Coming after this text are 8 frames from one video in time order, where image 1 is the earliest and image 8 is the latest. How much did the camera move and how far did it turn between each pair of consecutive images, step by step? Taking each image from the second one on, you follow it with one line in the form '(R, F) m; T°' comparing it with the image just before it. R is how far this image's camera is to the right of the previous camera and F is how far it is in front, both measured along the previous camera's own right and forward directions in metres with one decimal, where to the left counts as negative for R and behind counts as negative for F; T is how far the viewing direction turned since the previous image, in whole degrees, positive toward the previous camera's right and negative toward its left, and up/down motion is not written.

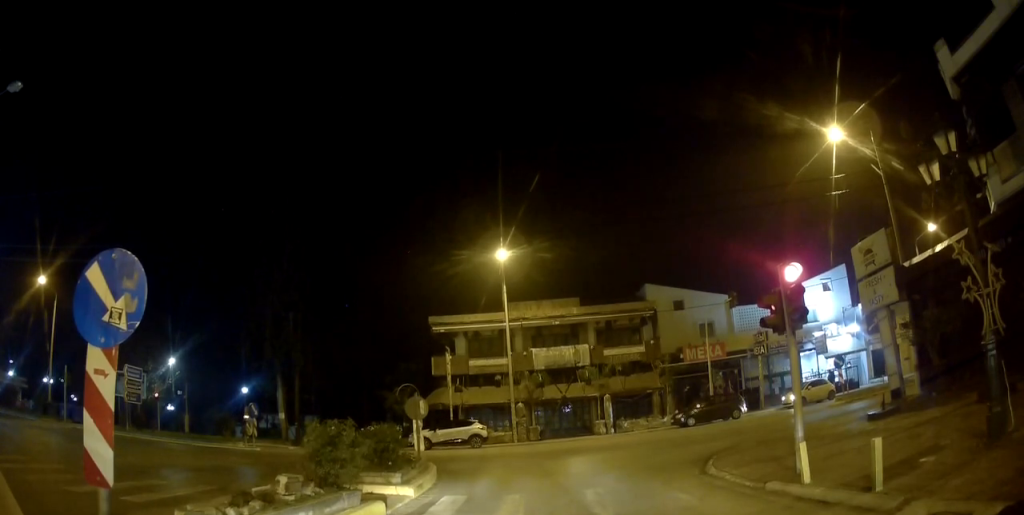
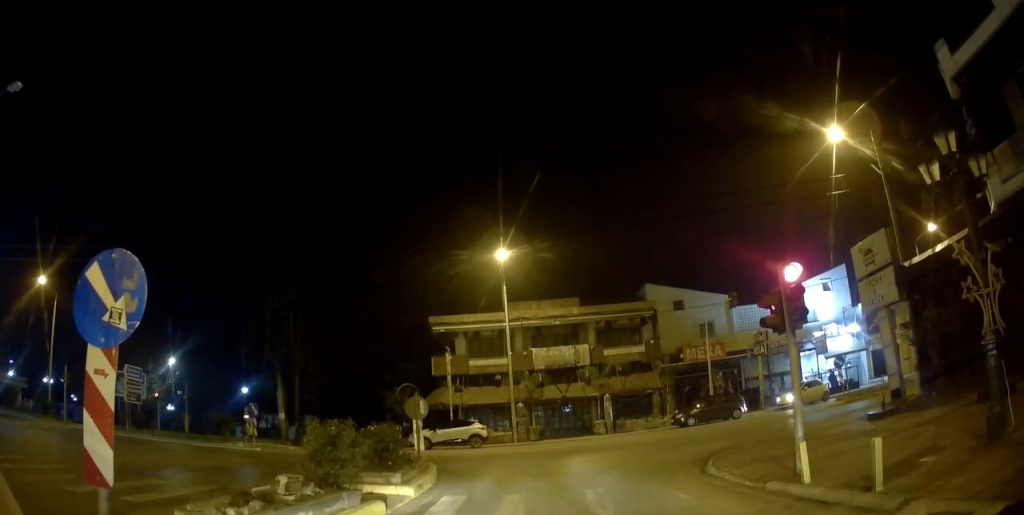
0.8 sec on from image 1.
(0.0, 0.0) m; 0°
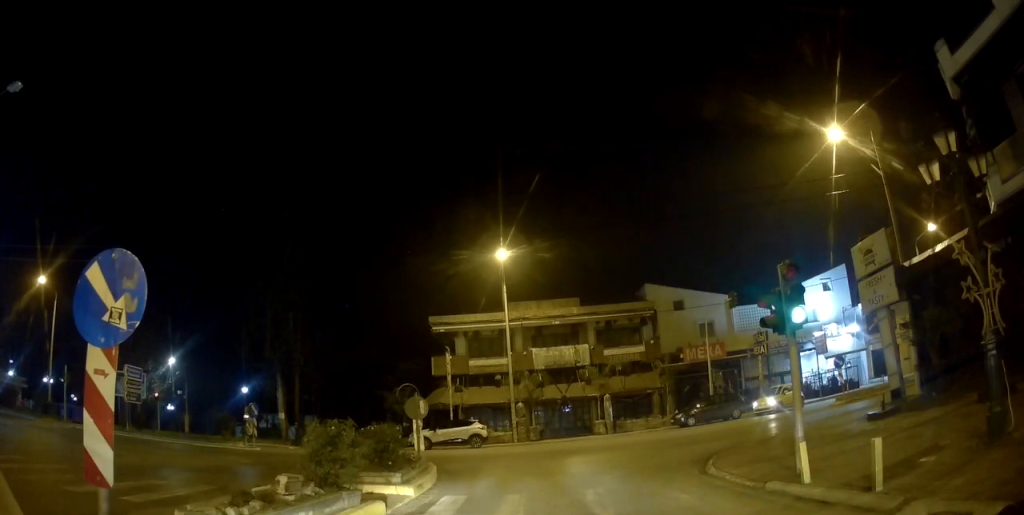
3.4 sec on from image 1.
(0.0, 0.0) m; 0°
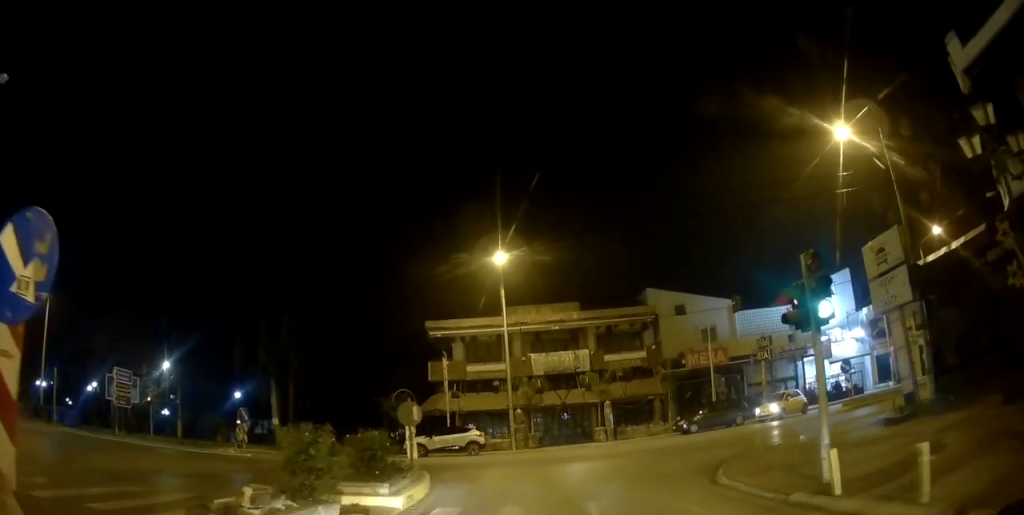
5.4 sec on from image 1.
(0.0, +0.9) m; 0°
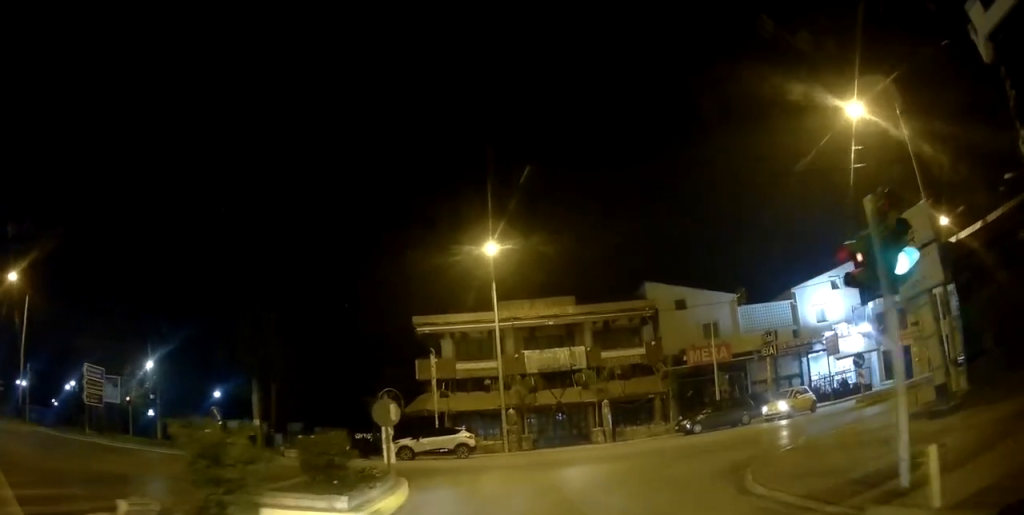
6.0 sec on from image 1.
(+0.1, +1.6) m; 0°
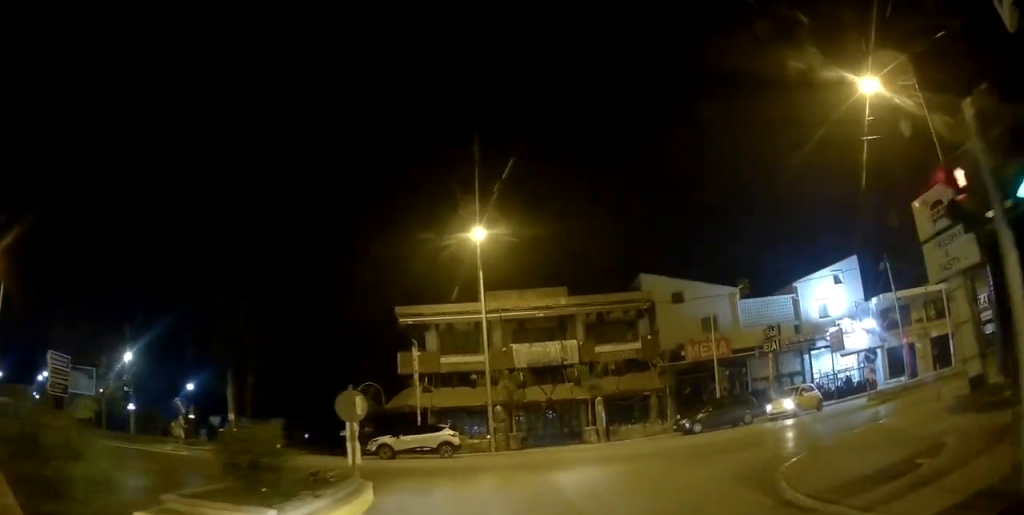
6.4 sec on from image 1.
(0.0, +1.9) m; +2°
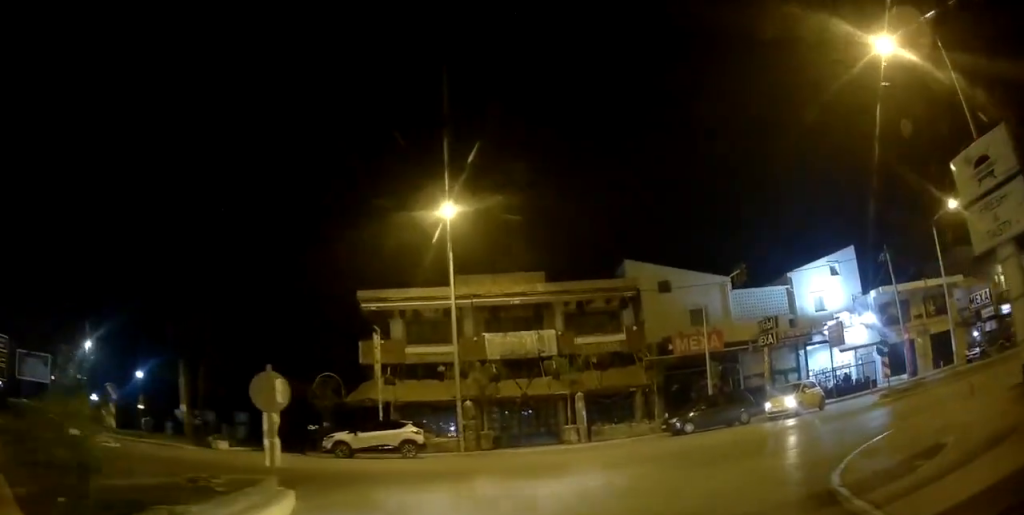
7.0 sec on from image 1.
(-0.2, +2.4) m; +3°
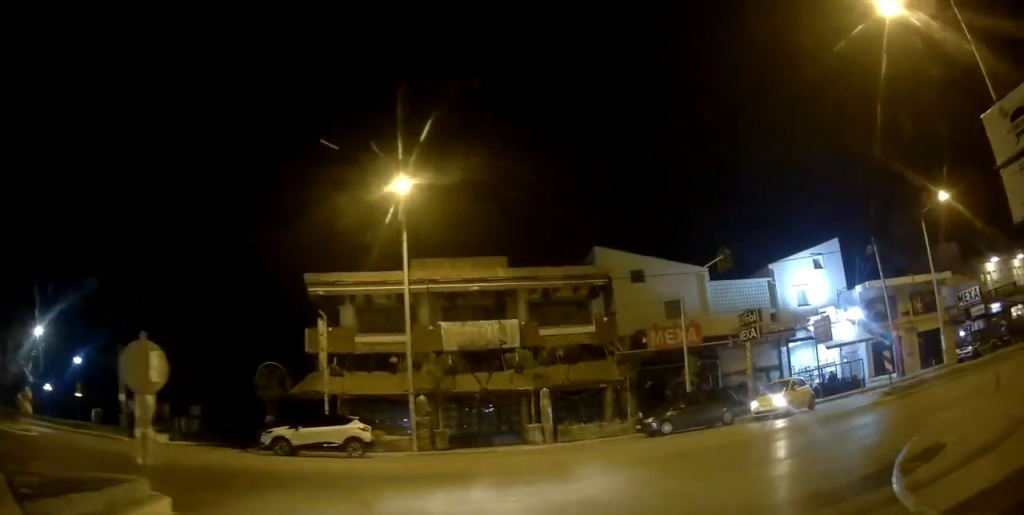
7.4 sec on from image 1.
(+0.2, +2.3) m; +6°
